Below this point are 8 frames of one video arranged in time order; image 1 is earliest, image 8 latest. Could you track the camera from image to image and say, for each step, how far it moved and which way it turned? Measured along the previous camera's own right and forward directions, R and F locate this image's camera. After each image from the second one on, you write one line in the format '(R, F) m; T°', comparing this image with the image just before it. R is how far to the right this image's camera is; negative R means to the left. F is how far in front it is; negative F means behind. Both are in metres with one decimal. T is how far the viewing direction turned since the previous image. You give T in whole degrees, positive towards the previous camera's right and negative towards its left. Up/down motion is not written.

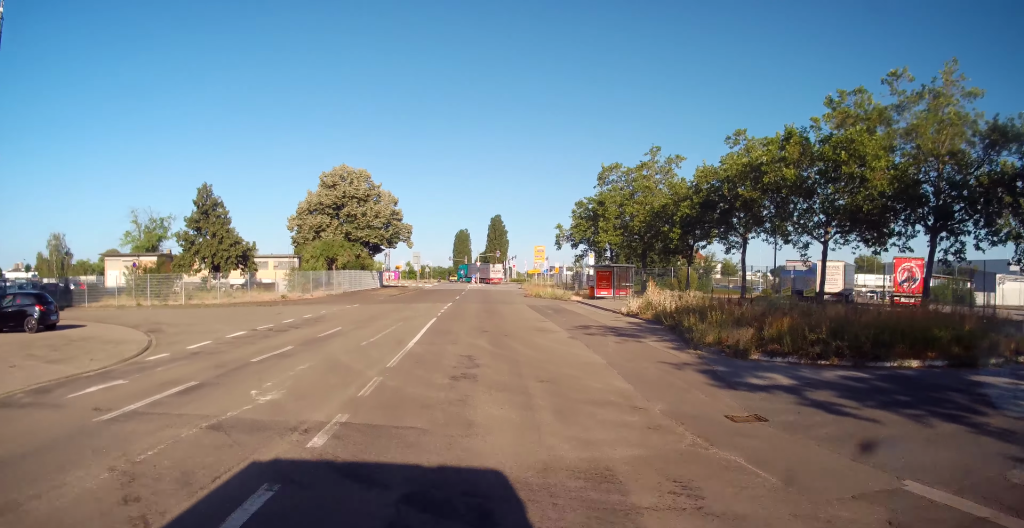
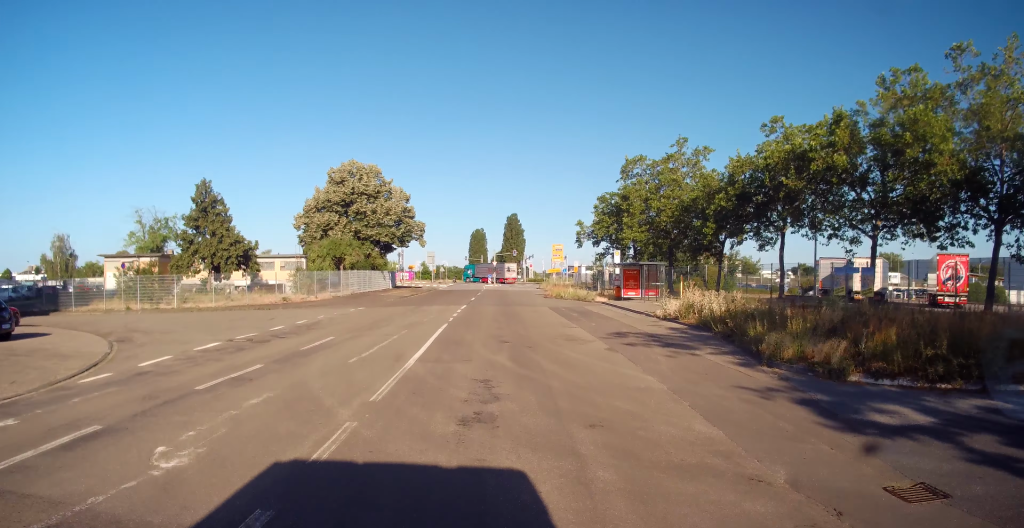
(0.0, +3.6) m; -2°
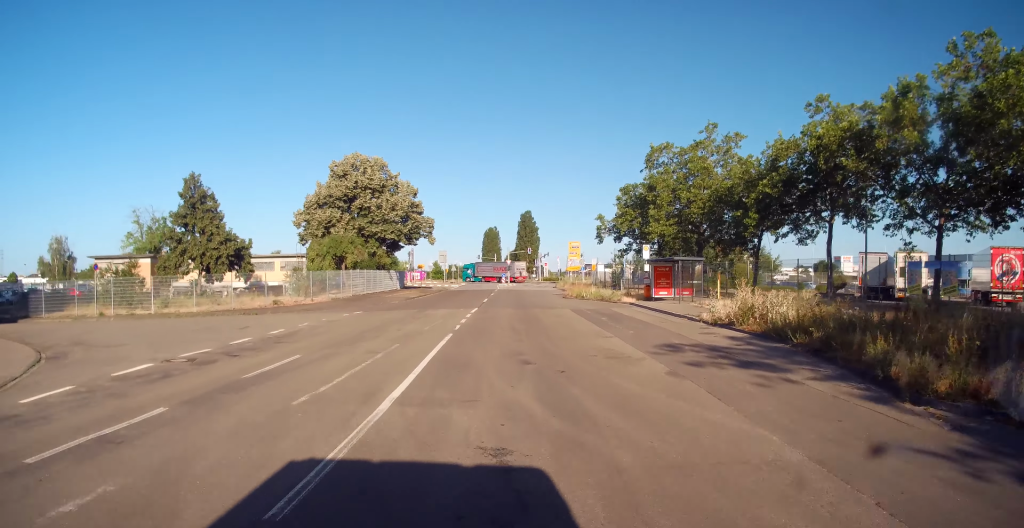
(+0.1, +4.4) m; -2°
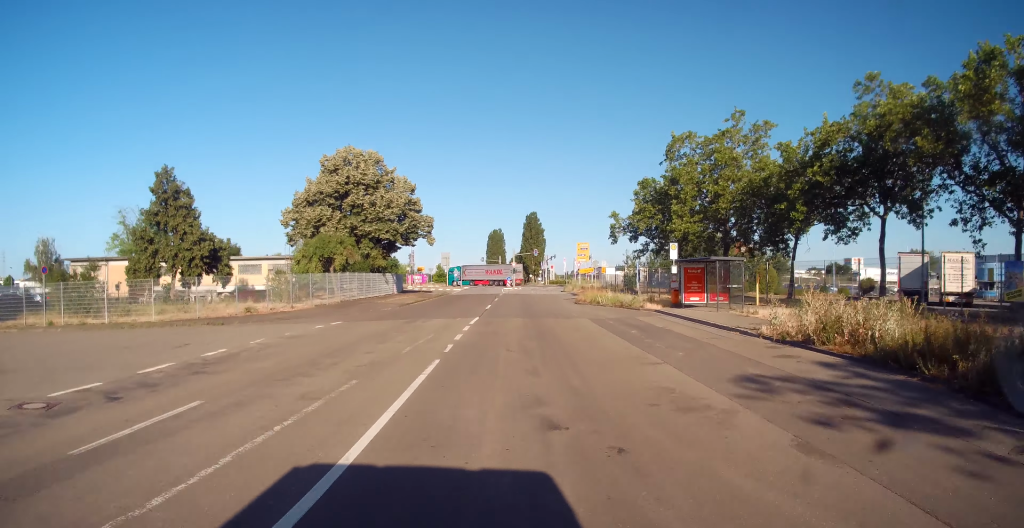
(-0.4, +5.3) m; 0°
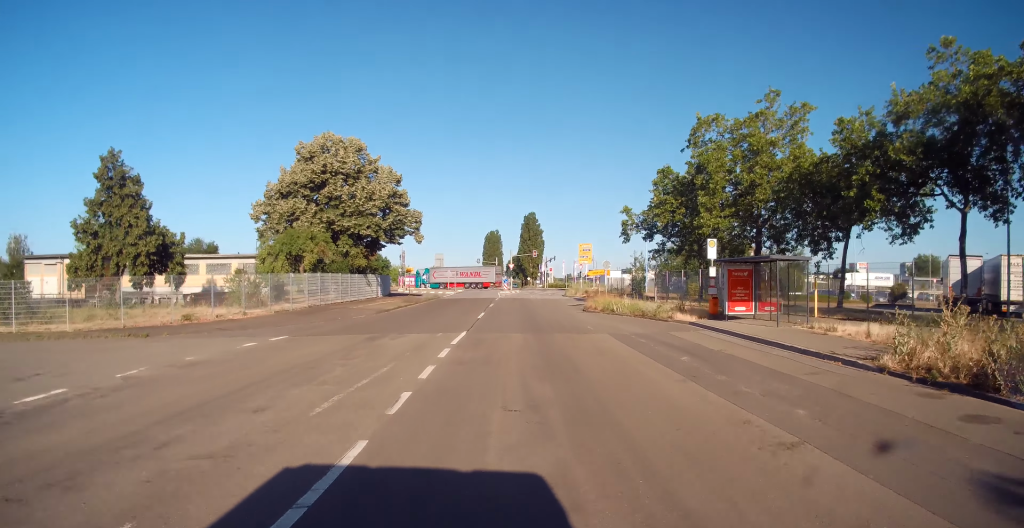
(+0.1, +7.2) m; +2°
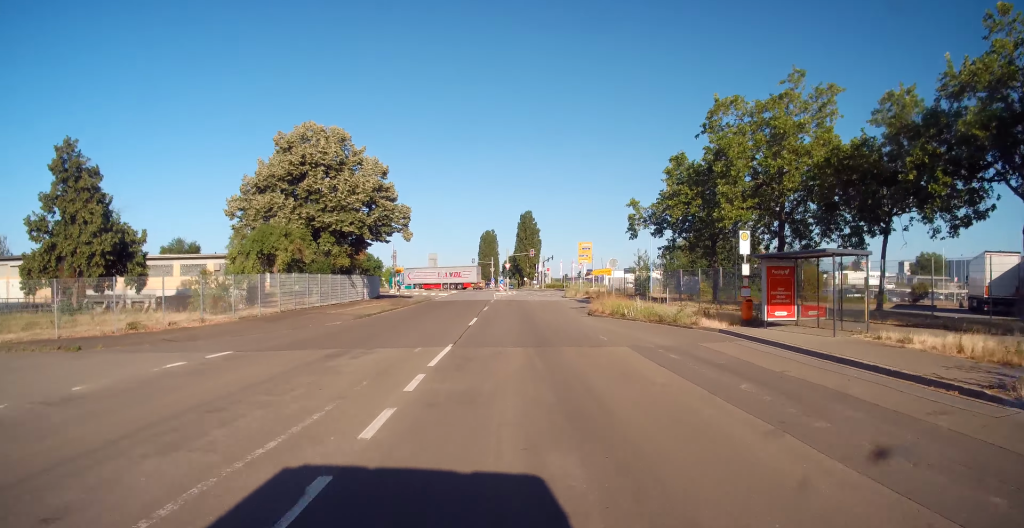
(+0.1, +4.0) m; +1°
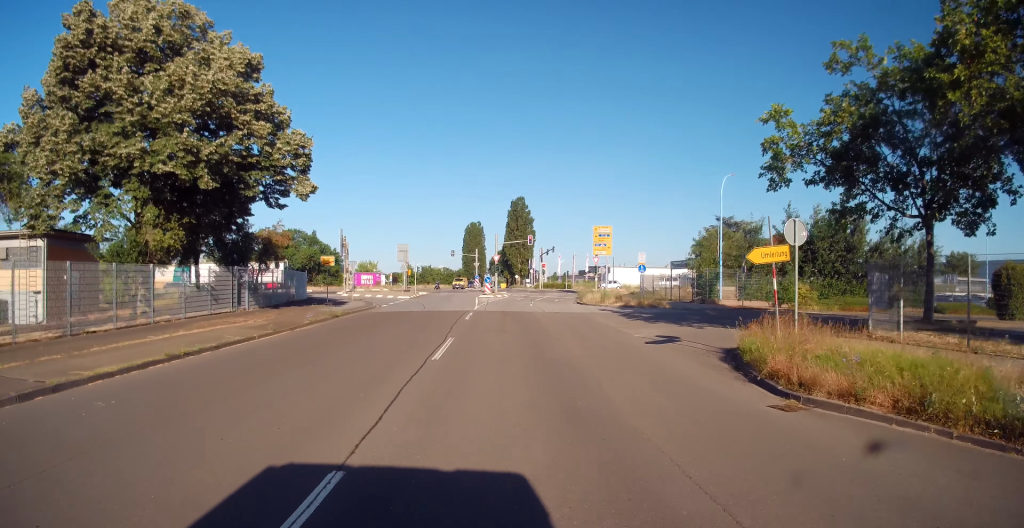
(-0.9, +26.0) m; 0°
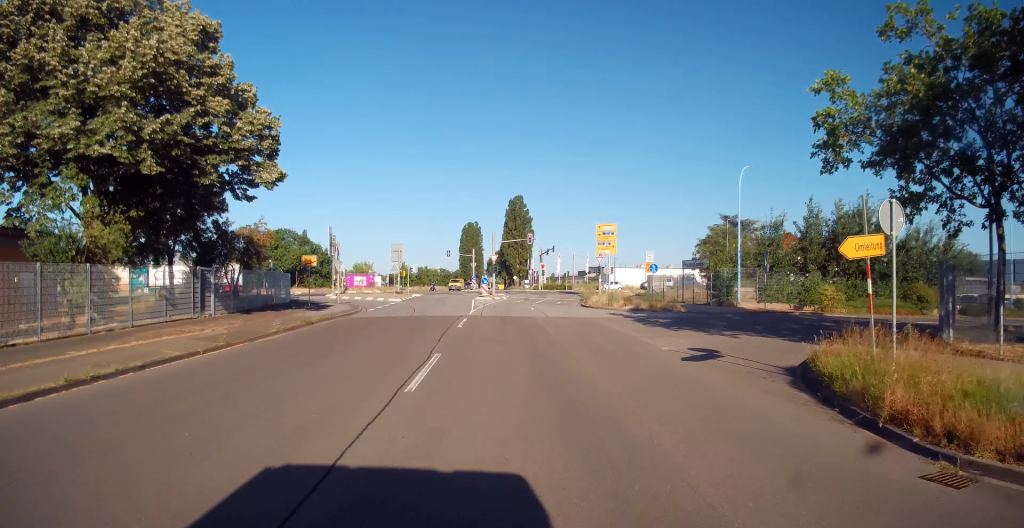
(0.0, +4.0) m; 0°
